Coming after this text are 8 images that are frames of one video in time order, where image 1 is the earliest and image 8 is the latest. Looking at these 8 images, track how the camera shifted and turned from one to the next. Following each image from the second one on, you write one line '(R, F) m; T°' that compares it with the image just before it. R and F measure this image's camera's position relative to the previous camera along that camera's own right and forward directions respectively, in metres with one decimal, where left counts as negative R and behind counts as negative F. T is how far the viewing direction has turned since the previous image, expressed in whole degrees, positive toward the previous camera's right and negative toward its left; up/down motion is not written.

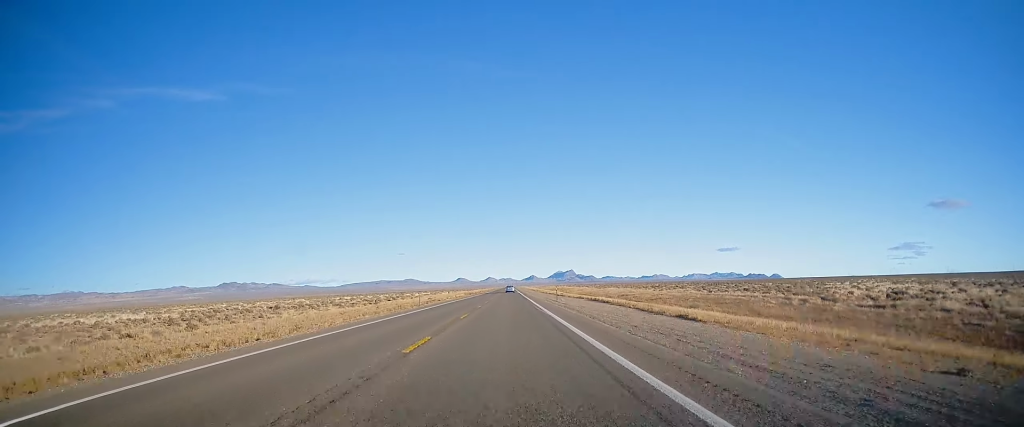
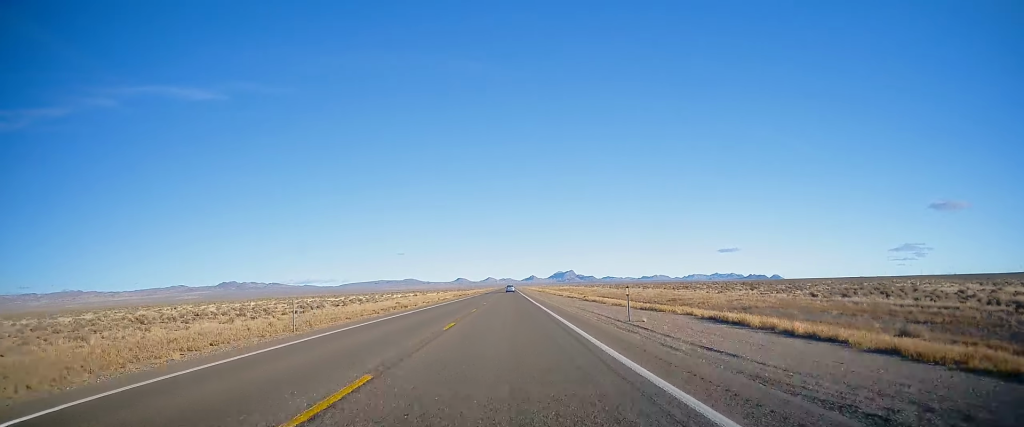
(+0.2, +31.0) m; 0°
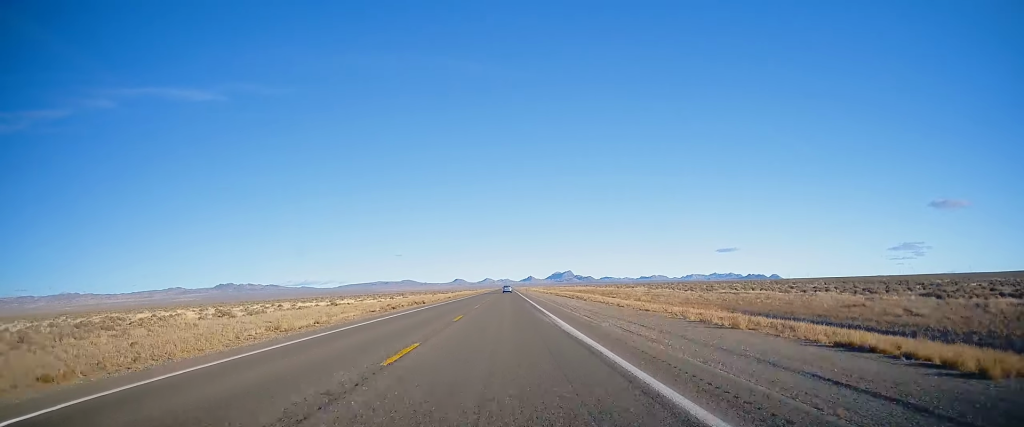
(+0.7, +68.6) m; +1°
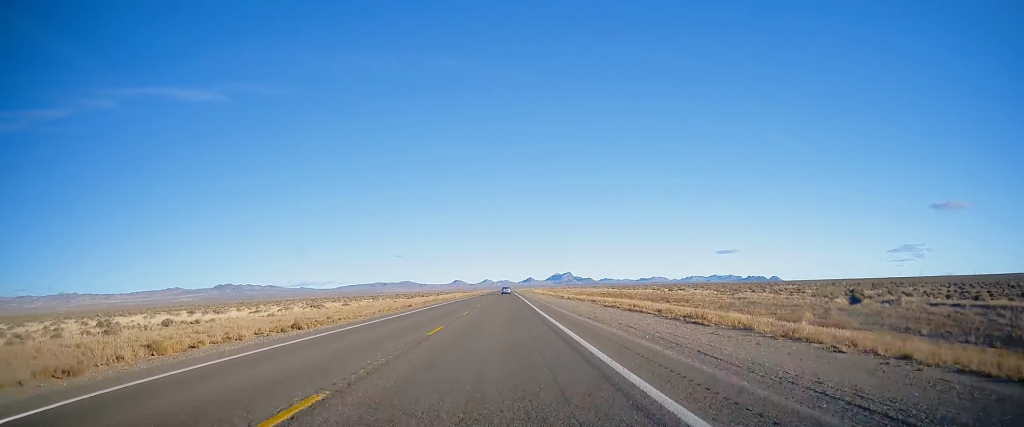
(-0.4, +42.4) m; -1°
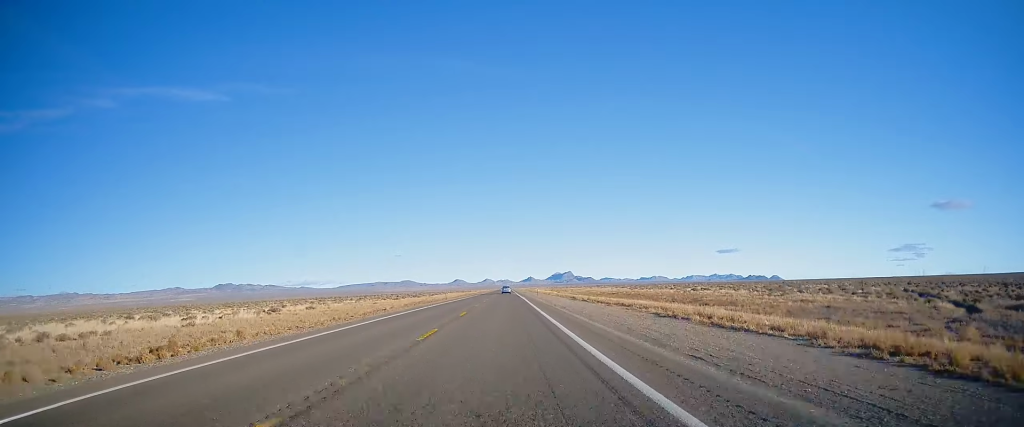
(+0.1, +13.8) m; 0°
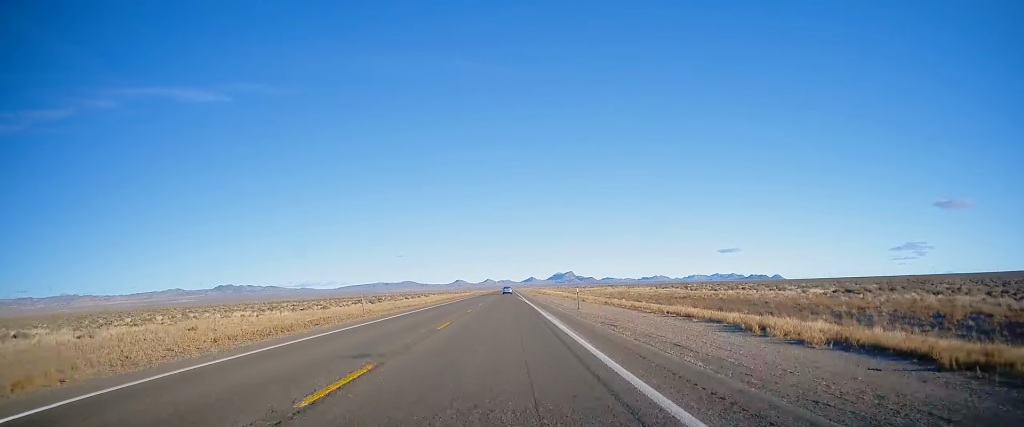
(-0.4, +44.6) m; -1°
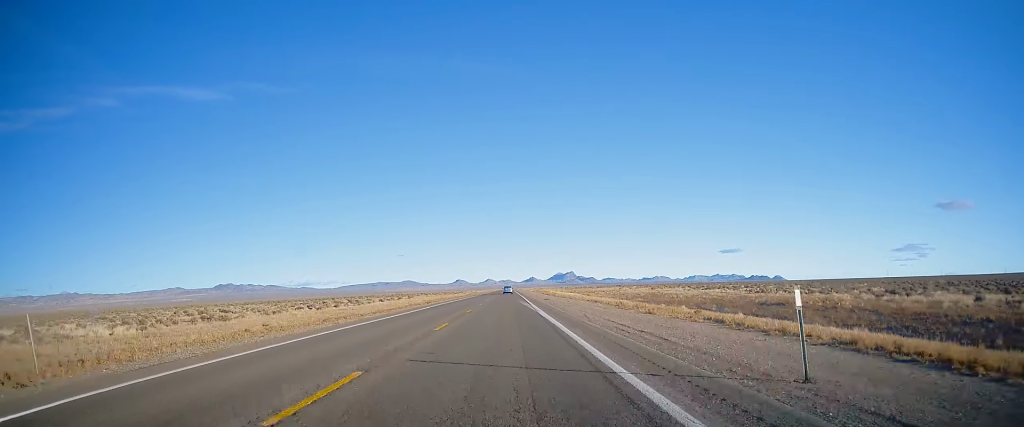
(-0.1, +25.2) m; 0°
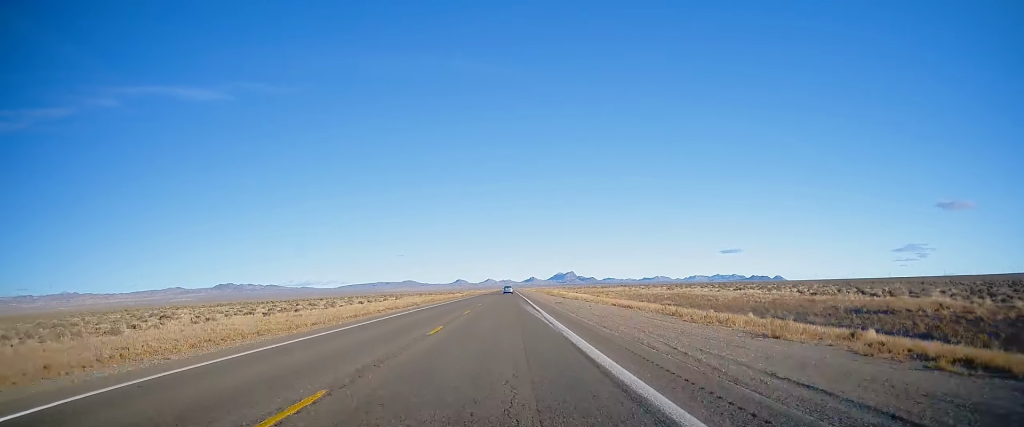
(0.0, +13.8) m; 0°
